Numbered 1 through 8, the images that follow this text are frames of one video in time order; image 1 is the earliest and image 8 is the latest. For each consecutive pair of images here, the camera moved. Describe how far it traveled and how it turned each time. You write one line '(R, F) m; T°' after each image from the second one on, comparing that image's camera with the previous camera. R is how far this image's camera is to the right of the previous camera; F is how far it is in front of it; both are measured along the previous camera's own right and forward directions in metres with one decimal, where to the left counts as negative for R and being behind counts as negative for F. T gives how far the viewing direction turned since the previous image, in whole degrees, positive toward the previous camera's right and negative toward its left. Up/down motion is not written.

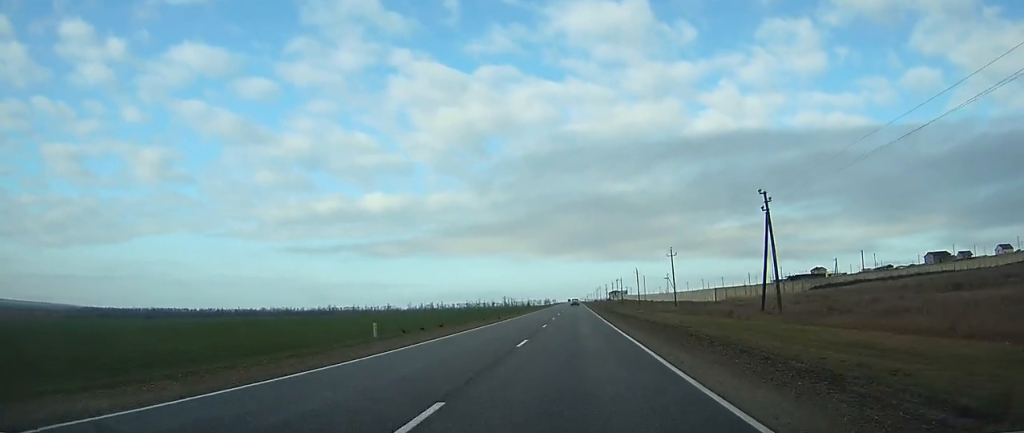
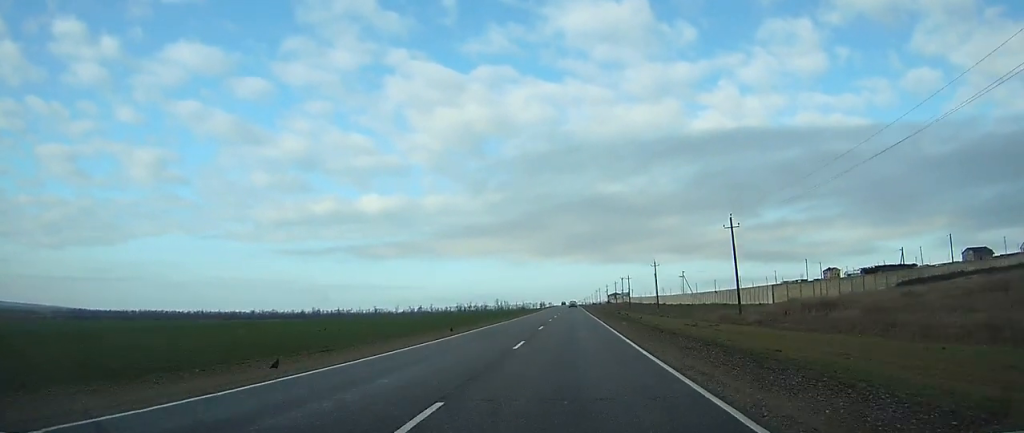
(-0.1, +36.1) m; 0°
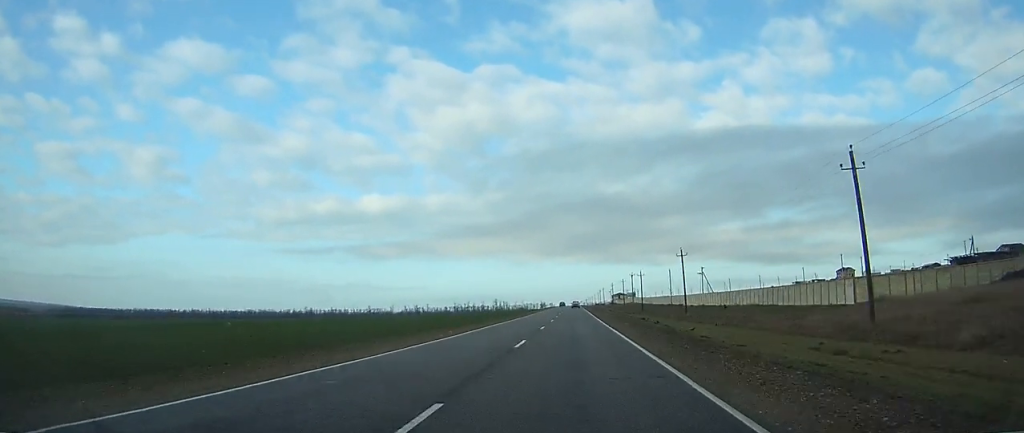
(0.0, +24.1) m; 0°
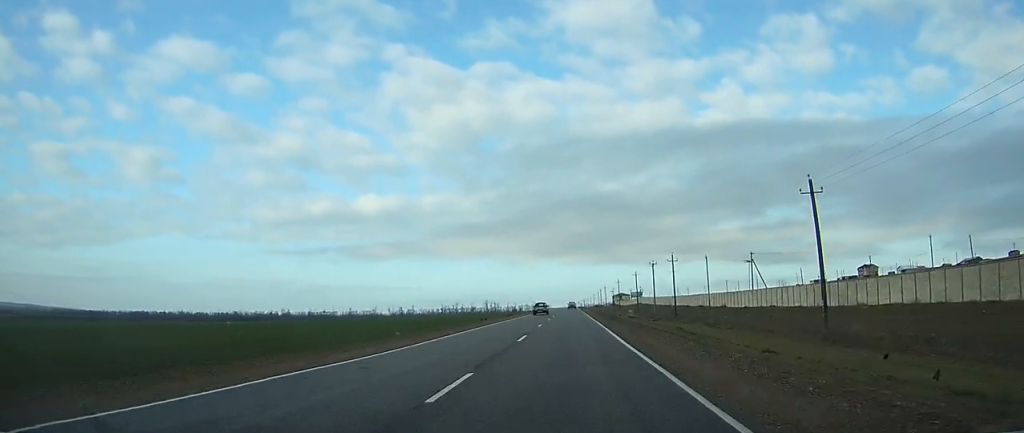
(+0.1, +44.9) m; 0°
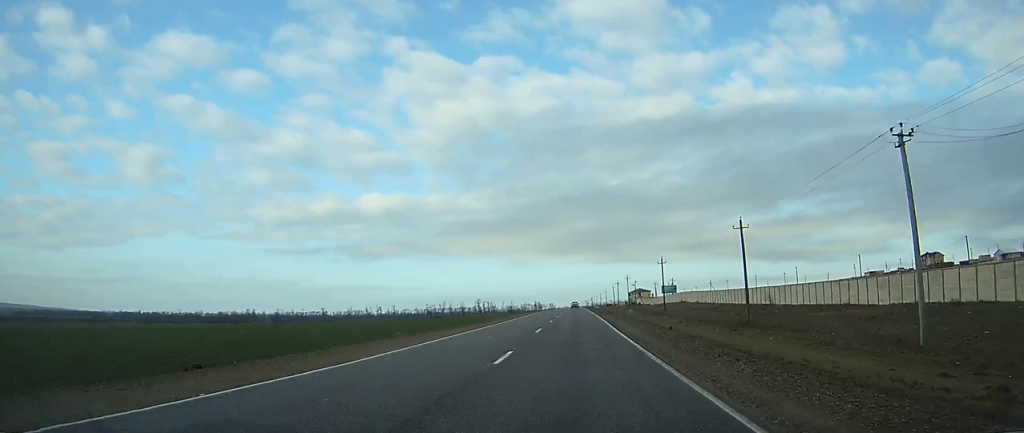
(-0.1, +79.3) m; 0°
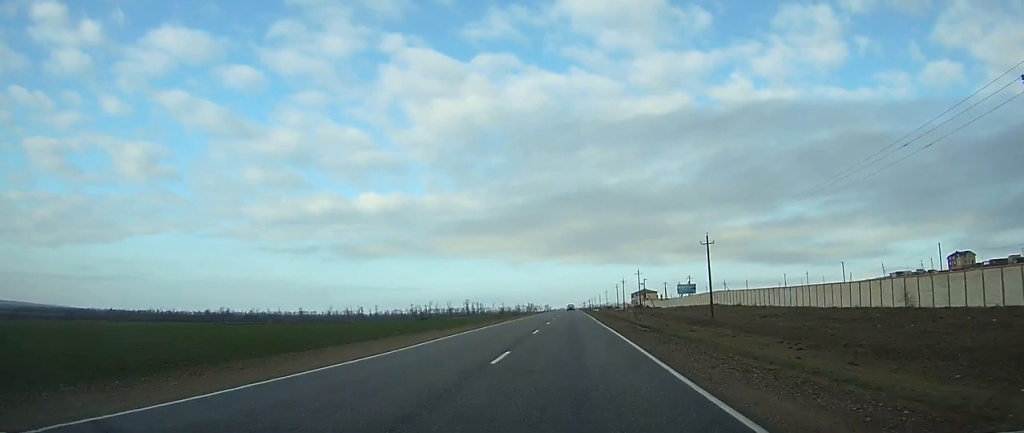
(0.0, +36.2) m; 0°
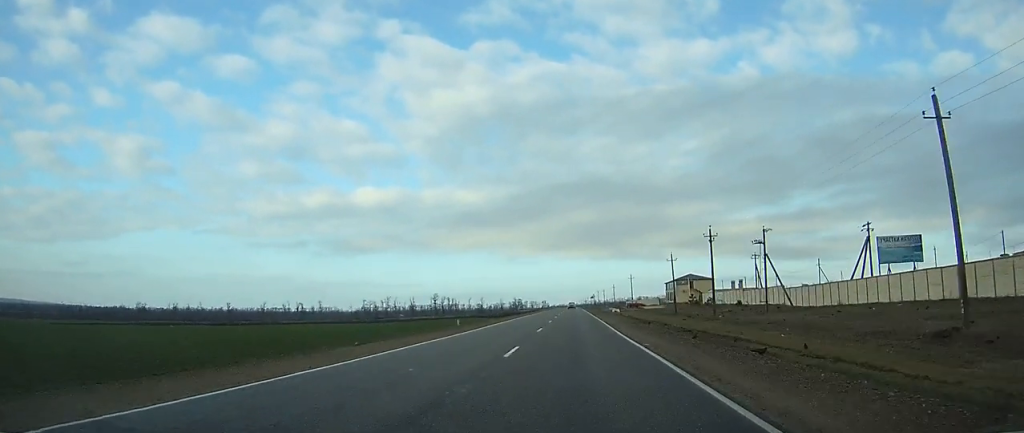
(-0.1, +106.4) m; 0°
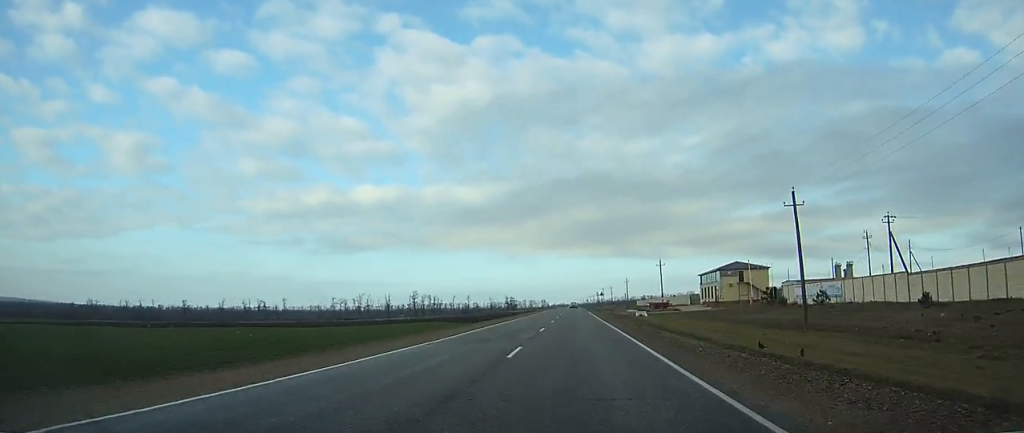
(0.0, +48.0) m; 0°
